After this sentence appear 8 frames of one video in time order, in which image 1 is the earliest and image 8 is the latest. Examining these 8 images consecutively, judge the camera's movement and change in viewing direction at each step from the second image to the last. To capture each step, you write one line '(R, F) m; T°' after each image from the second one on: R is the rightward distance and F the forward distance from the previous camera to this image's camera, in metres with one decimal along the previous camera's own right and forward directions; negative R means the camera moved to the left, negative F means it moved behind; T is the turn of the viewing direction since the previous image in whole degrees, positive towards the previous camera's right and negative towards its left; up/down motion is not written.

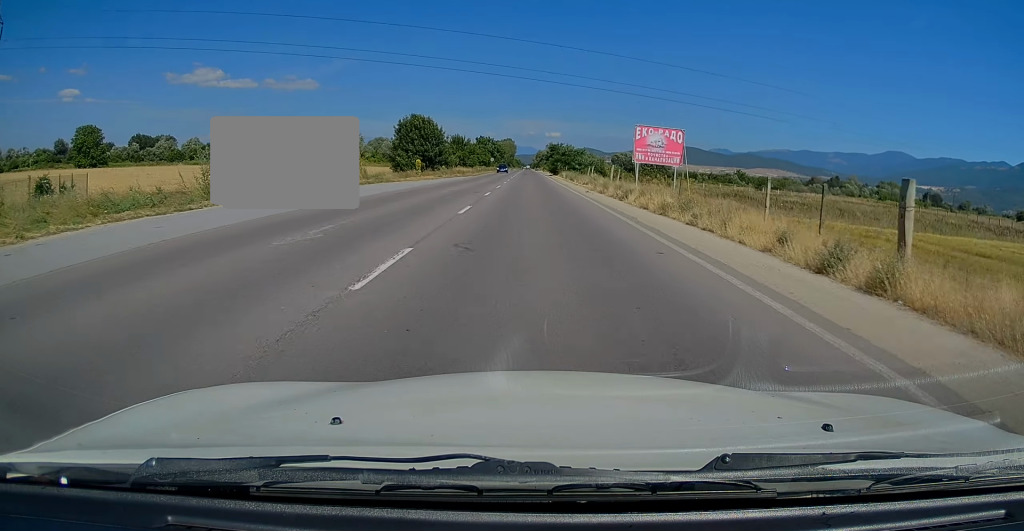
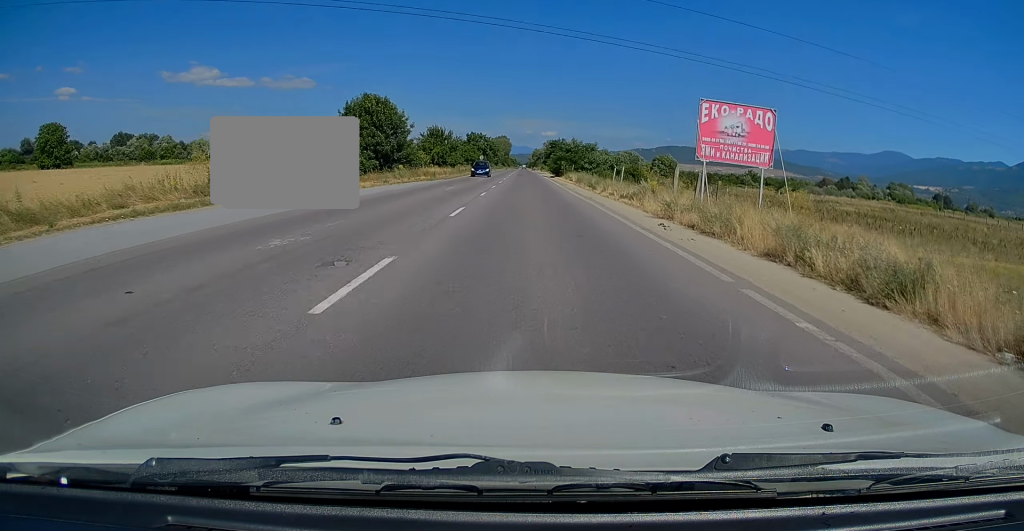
(-0.1, +20.4) m; -1°
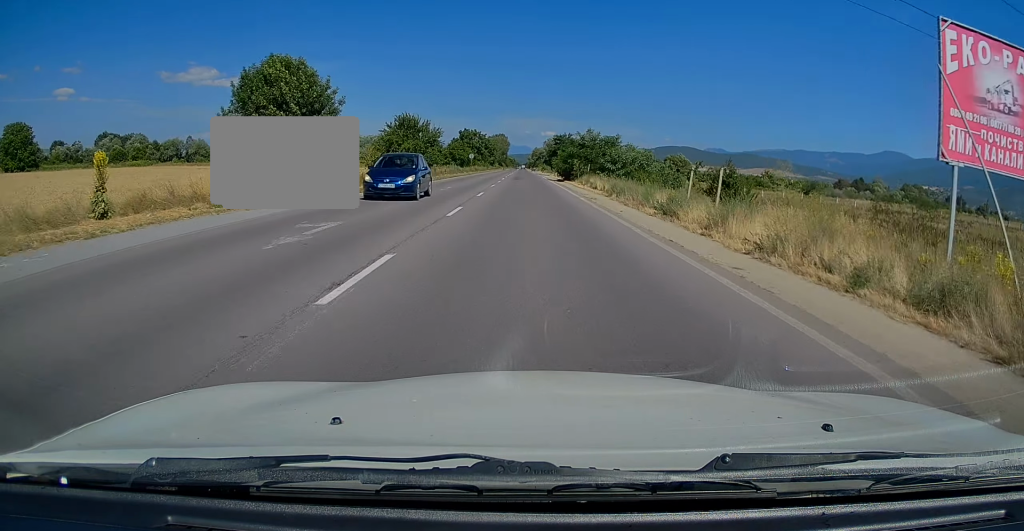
(-0.1, +19.5) m; 0°
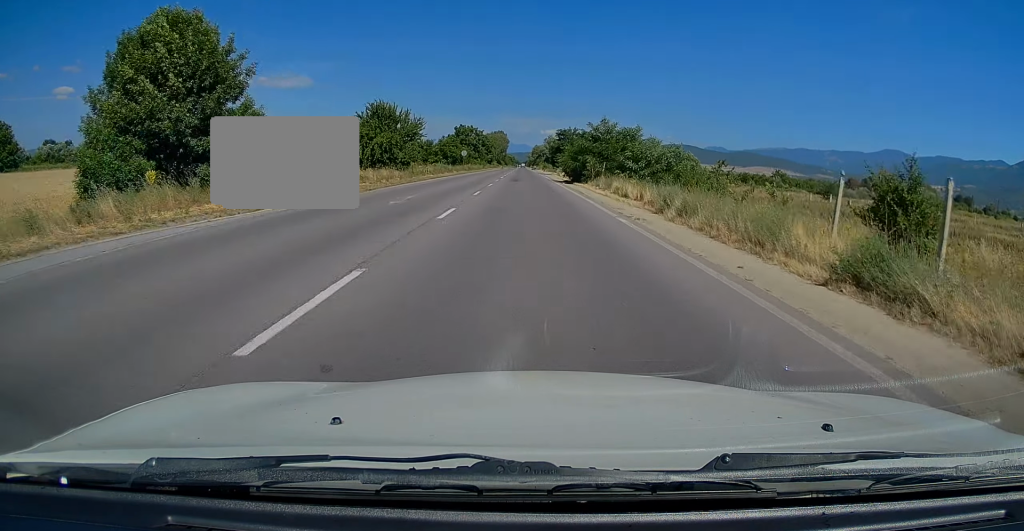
(0.0, +11.0) m; 0°
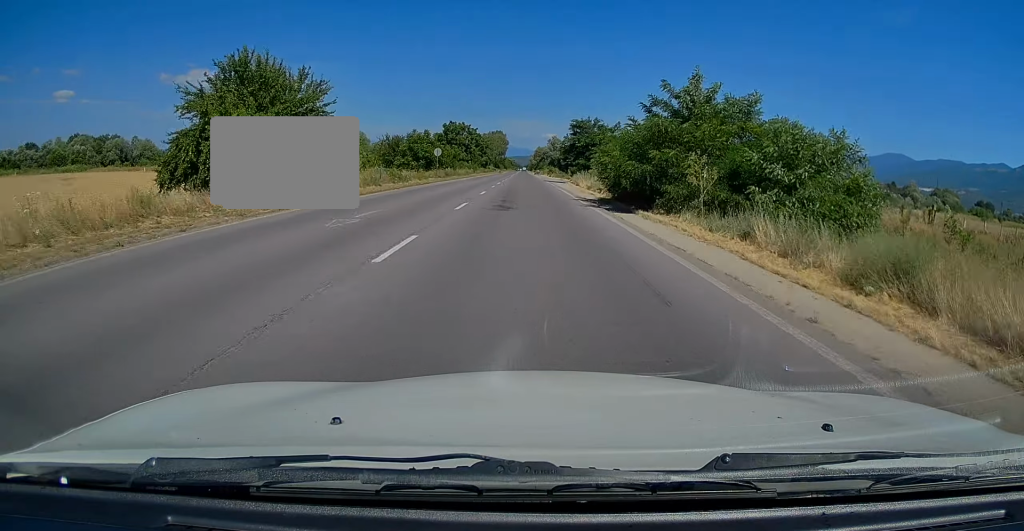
(+0.1, +25.6) m; 0°
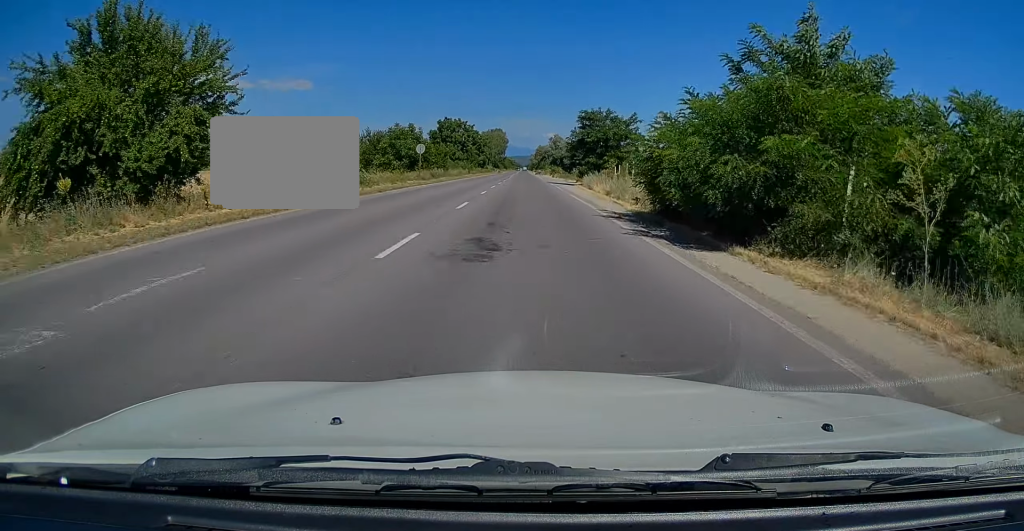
(0.0, +9.5) m; 0°
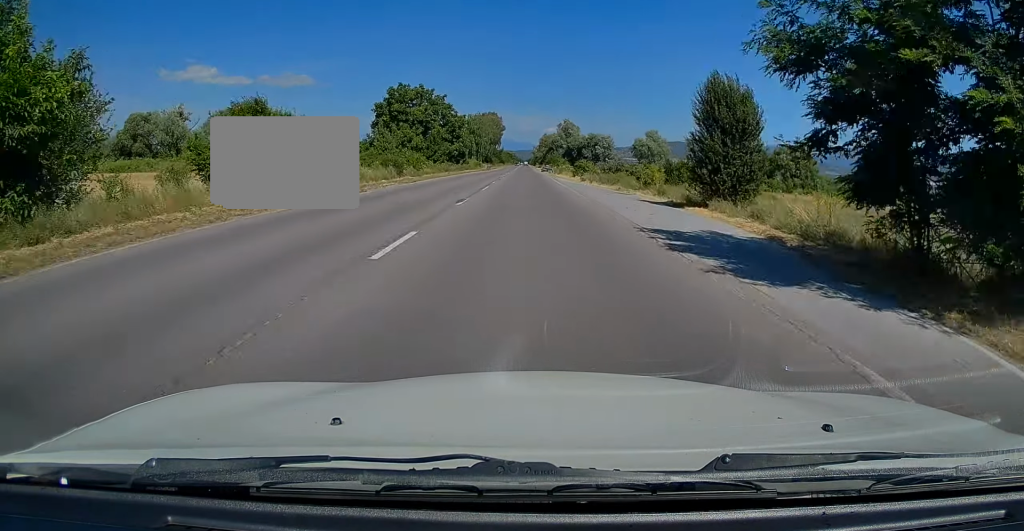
(+0.3, +49.3) m; 0°
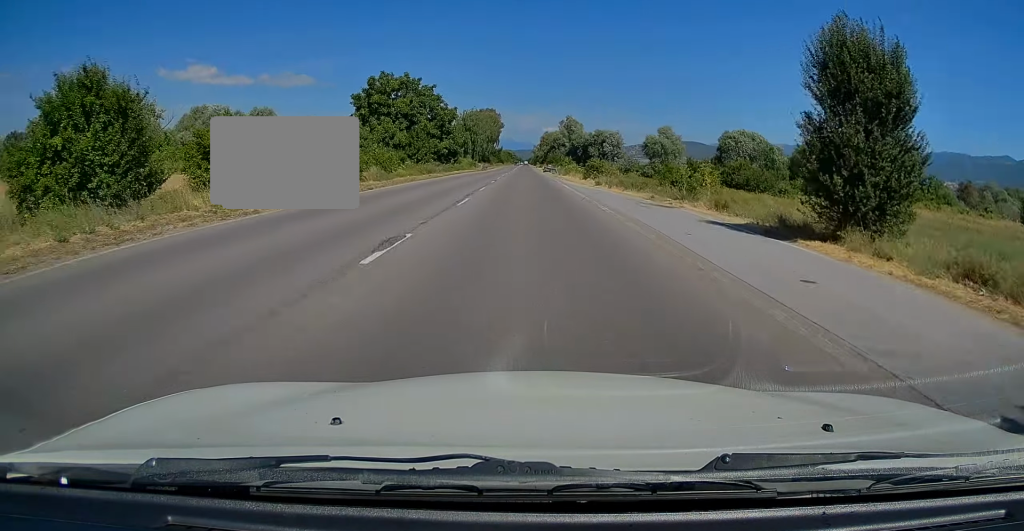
(-0.2, +10.4) m; 0°
